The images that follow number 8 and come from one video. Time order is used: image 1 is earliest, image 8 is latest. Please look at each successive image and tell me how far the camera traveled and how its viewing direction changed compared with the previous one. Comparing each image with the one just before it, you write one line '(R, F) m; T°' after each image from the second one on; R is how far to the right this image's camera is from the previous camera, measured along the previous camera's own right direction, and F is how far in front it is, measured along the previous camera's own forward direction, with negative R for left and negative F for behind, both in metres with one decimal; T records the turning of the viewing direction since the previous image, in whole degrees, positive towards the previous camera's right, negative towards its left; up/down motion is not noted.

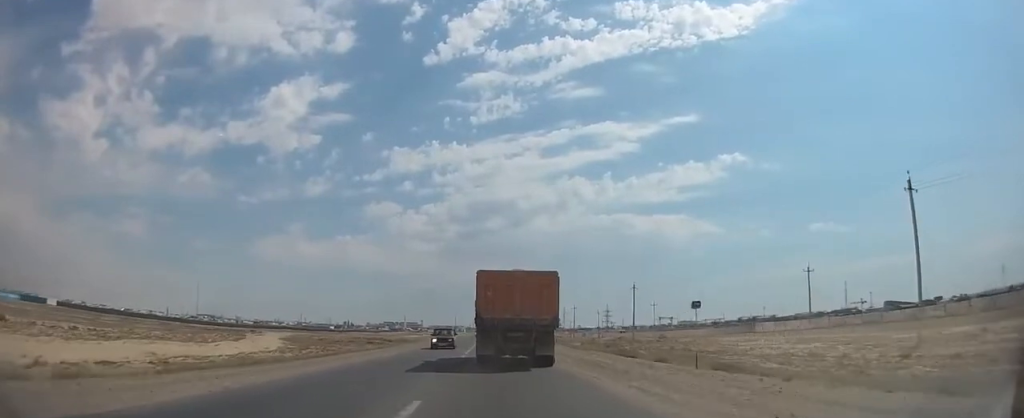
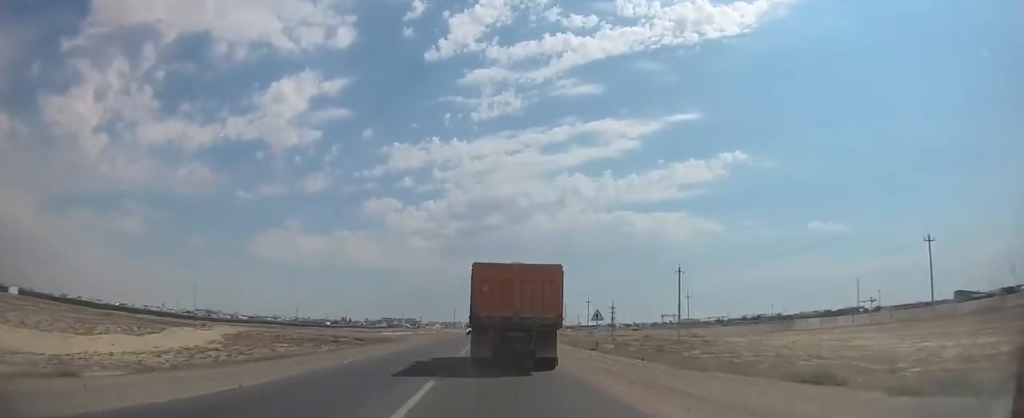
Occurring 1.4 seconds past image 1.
(+0.1, +21.2) m; +1°
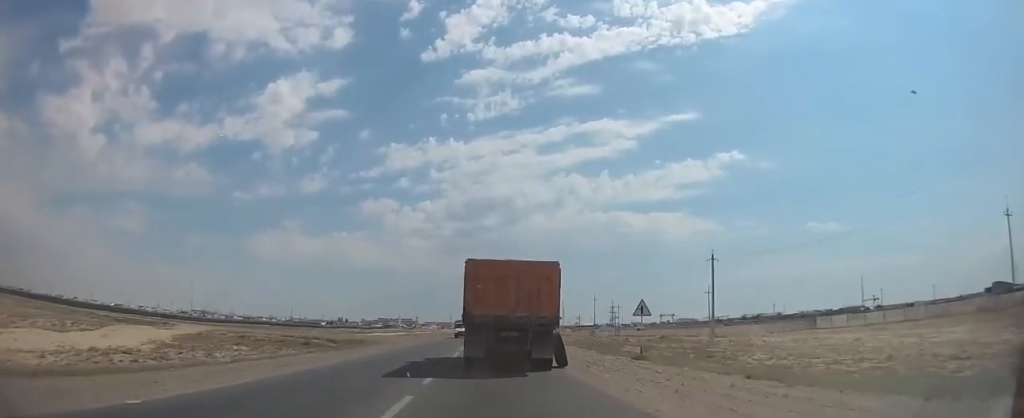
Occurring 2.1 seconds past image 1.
(+0.1, +11.0) m; 0°
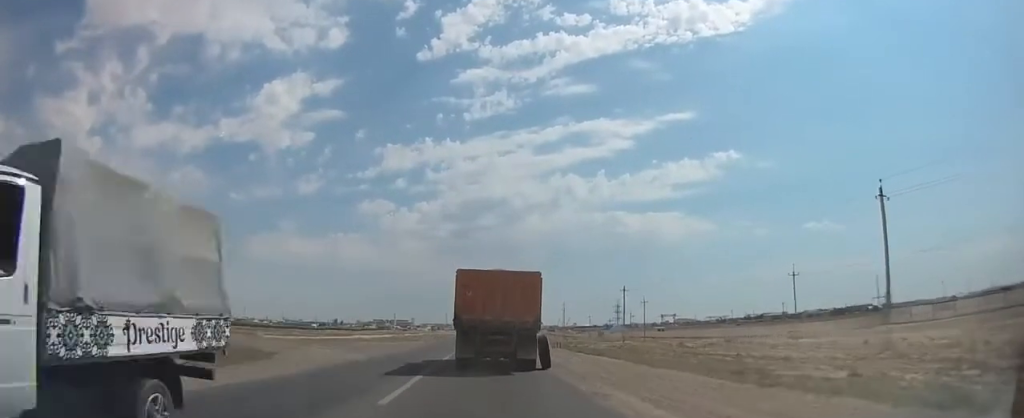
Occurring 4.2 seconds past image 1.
(+0.1, +29.1) m; 0°
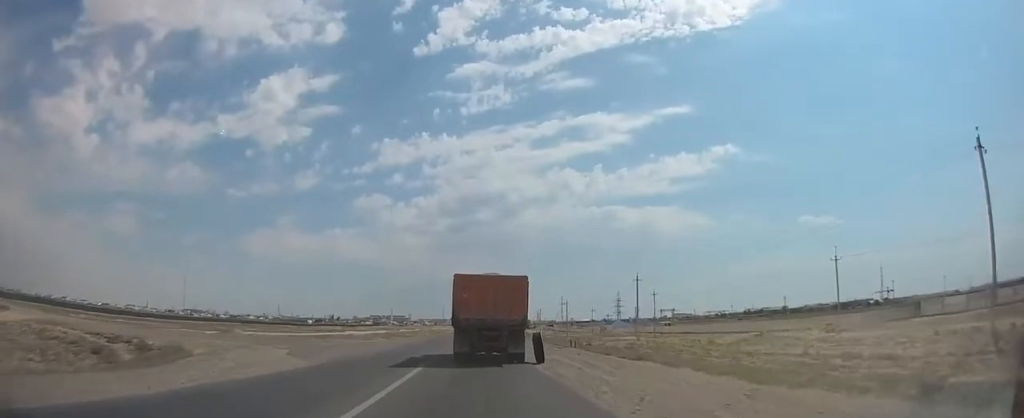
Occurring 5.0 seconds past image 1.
(0.0, +10.9) m; 0°
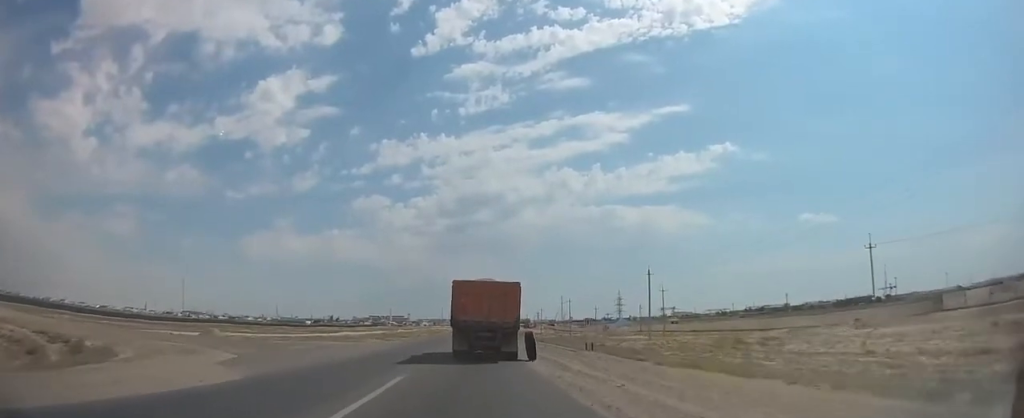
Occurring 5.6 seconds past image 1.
(0.0, +7.2) m; 0°
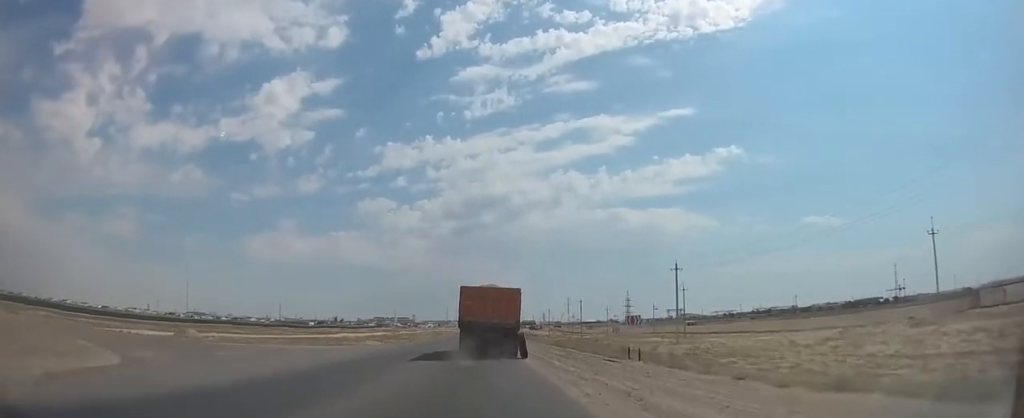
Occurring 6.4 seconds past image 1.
(0.0, +10.1) m; 0°
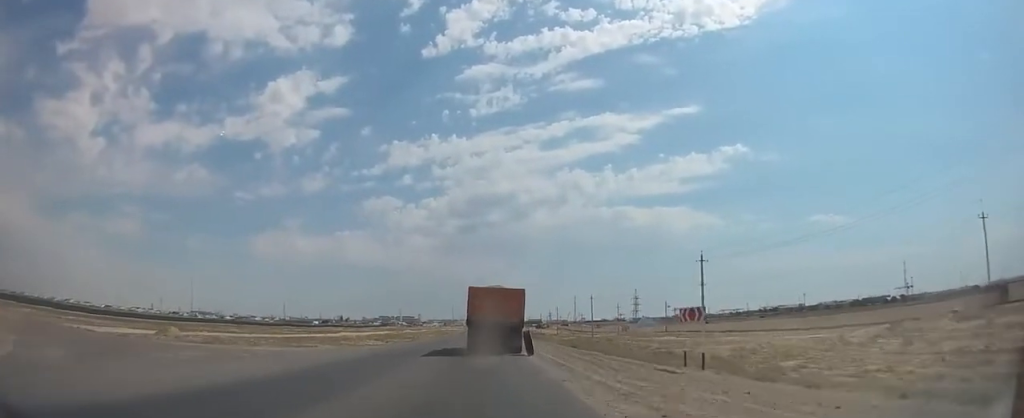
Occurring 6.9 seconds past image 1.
(+0.1, +7.1) m; 0°
